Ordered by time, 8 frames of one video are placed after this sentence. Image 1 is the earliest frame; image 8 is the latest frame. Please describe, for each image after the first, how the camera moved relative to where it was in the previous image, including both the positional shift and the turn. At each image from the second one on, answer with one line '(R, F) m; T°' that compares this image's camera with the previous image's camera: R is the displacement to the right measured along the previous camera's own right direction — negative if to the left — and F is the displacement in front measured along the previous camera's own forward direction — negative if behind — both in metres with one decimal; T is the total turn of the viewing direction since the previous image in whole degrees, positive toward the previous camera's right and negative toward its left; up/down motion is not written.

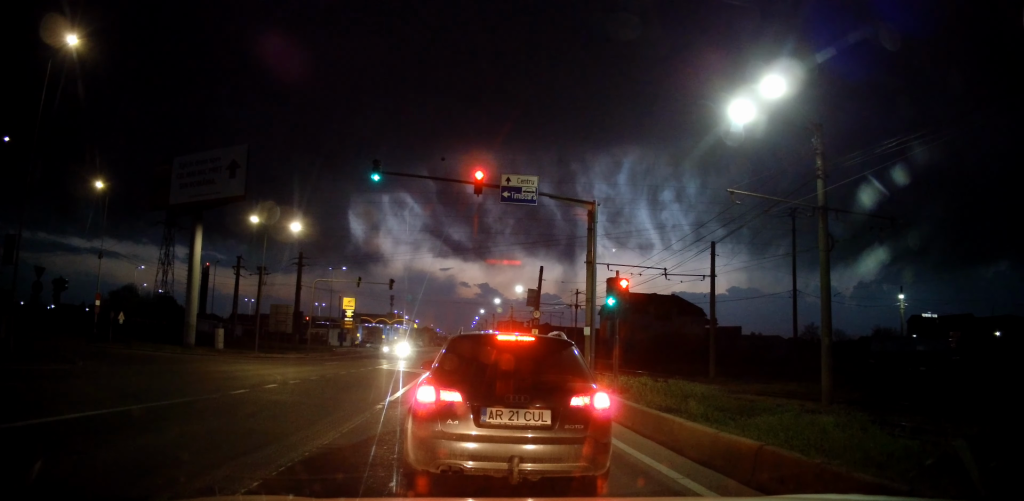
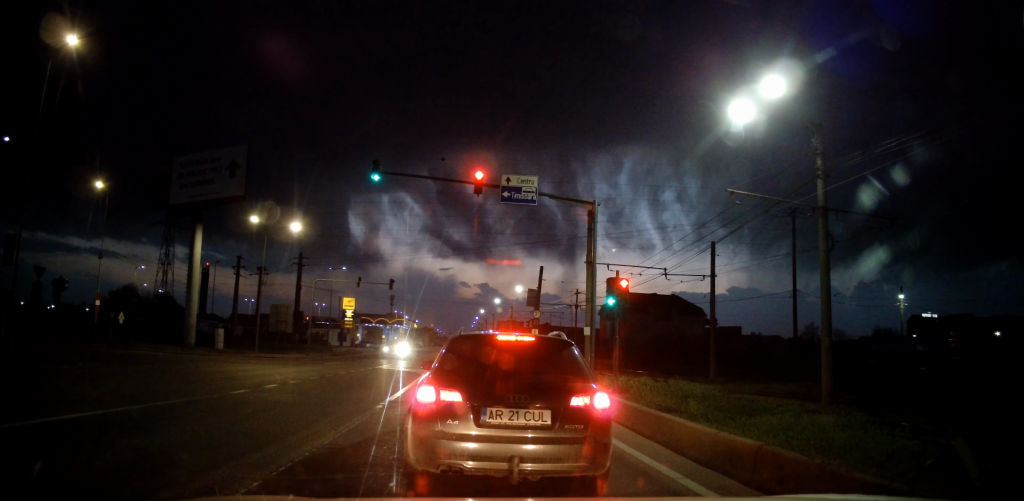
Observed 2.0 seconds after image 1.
(0.0, 0.0) m; 0°
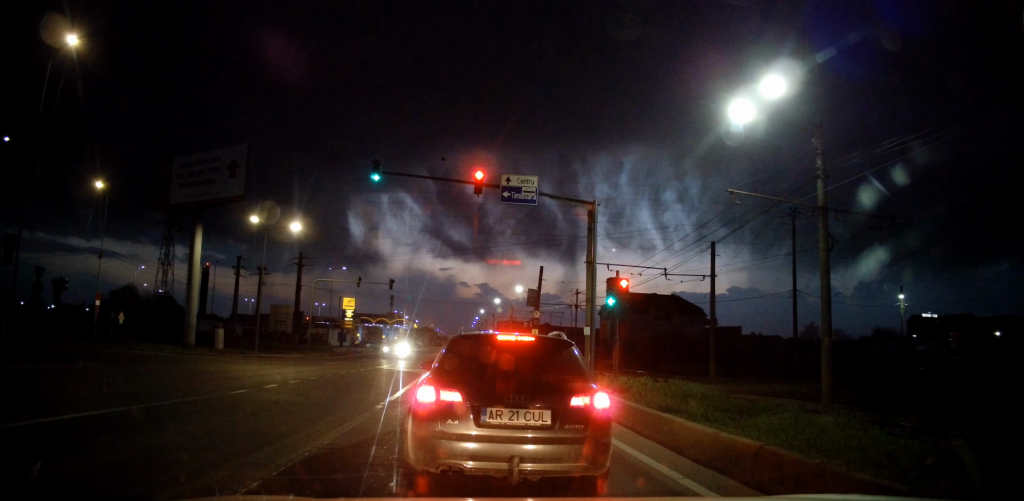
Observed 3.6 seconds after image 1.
(0.0, 0.0) m; 0°
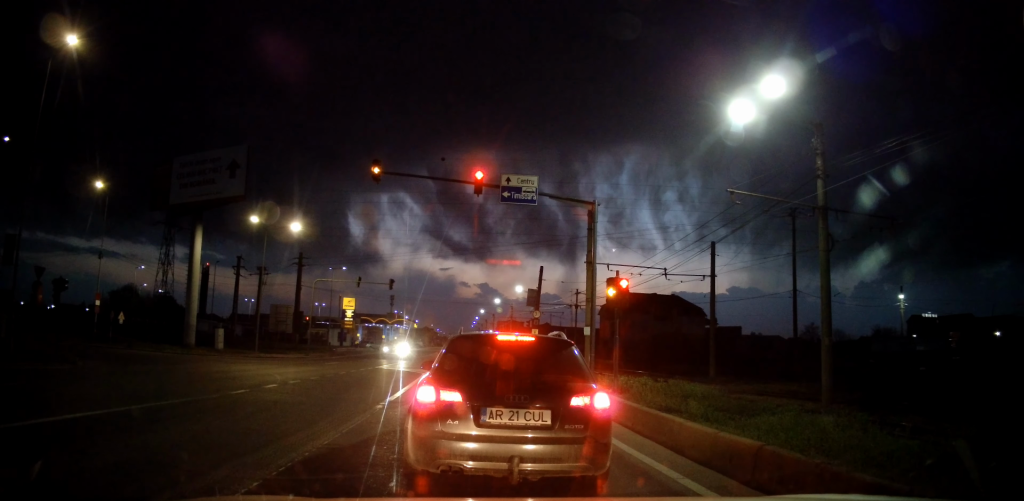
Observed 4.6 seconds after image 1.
(0.0, 0.0) m; 0°
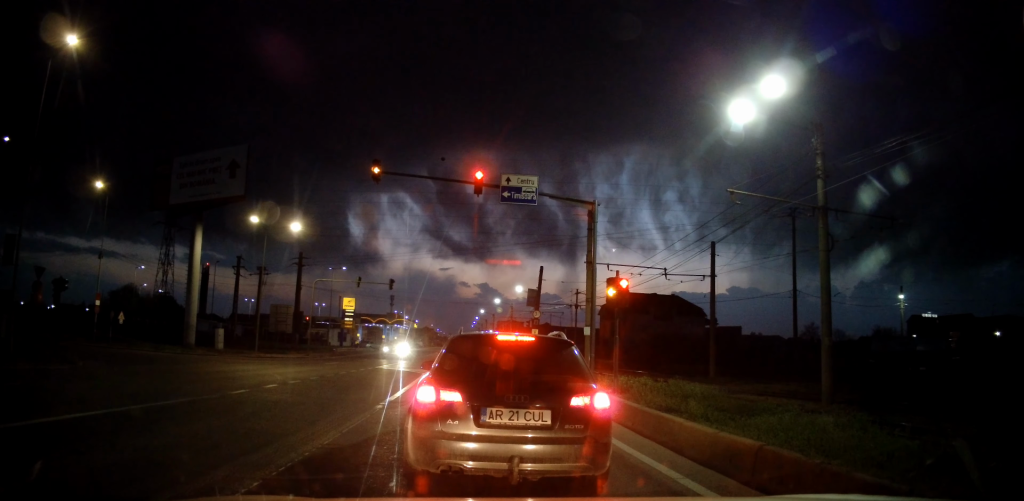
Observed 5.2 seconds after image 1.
(0.0, 0.0) m; 0°
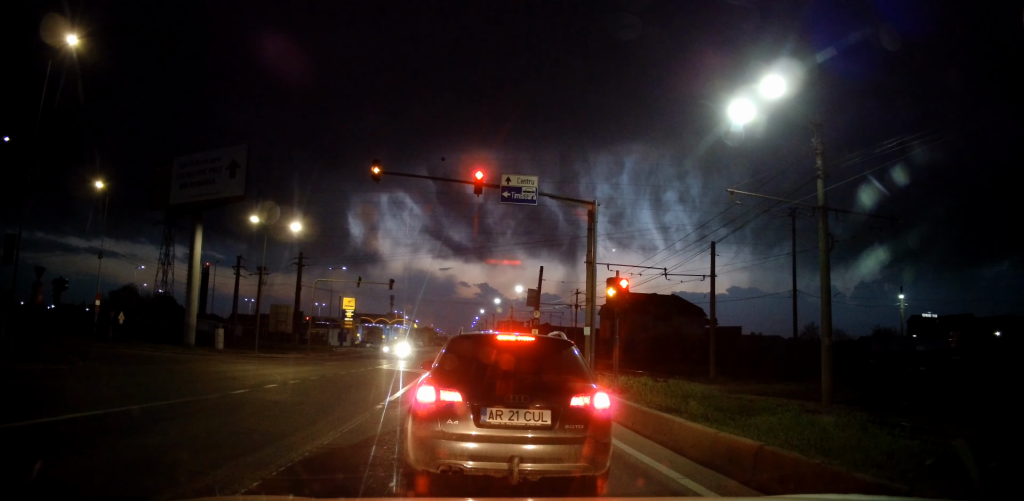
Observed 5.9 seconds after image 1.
(0.0, 0.0) m; 0°
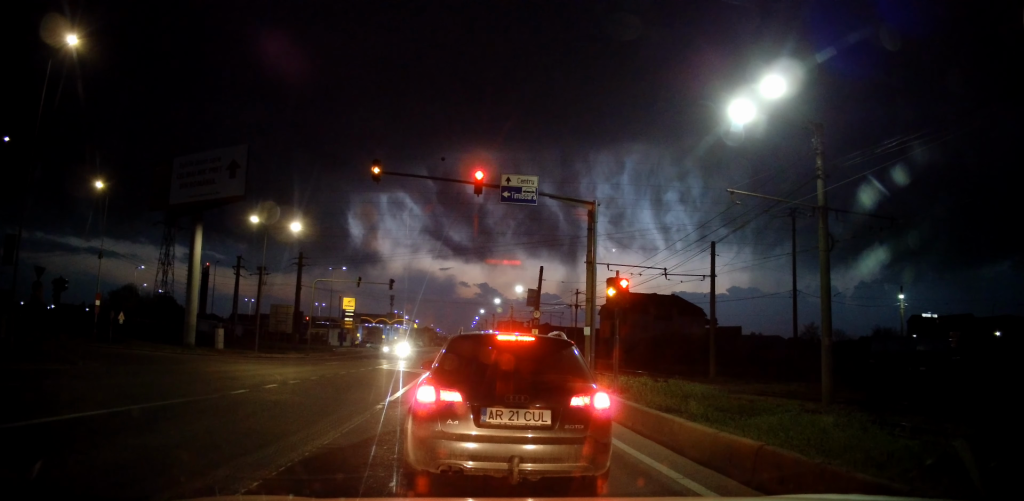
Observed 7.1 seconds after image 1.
(0.0, 0.0) m; 0°
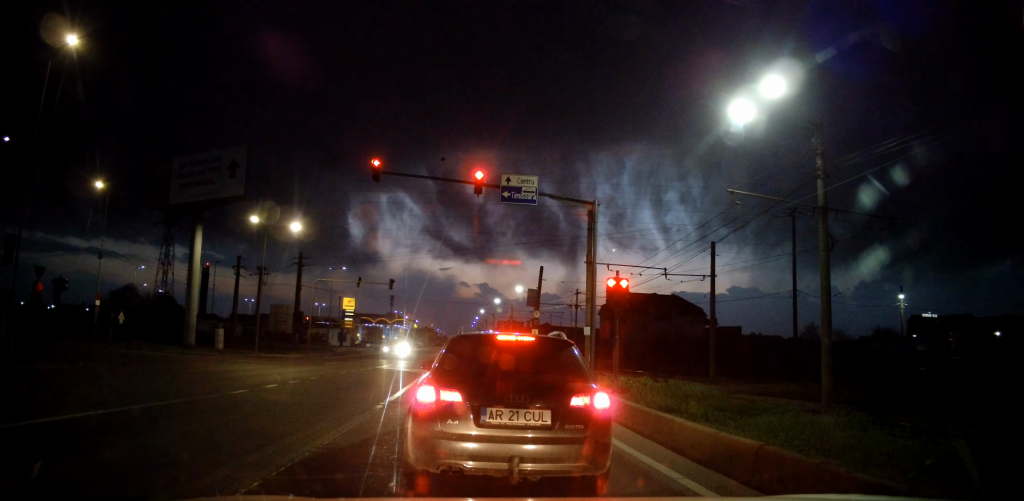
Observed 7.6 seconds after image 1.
(0.0, 0.0) m; 0°
